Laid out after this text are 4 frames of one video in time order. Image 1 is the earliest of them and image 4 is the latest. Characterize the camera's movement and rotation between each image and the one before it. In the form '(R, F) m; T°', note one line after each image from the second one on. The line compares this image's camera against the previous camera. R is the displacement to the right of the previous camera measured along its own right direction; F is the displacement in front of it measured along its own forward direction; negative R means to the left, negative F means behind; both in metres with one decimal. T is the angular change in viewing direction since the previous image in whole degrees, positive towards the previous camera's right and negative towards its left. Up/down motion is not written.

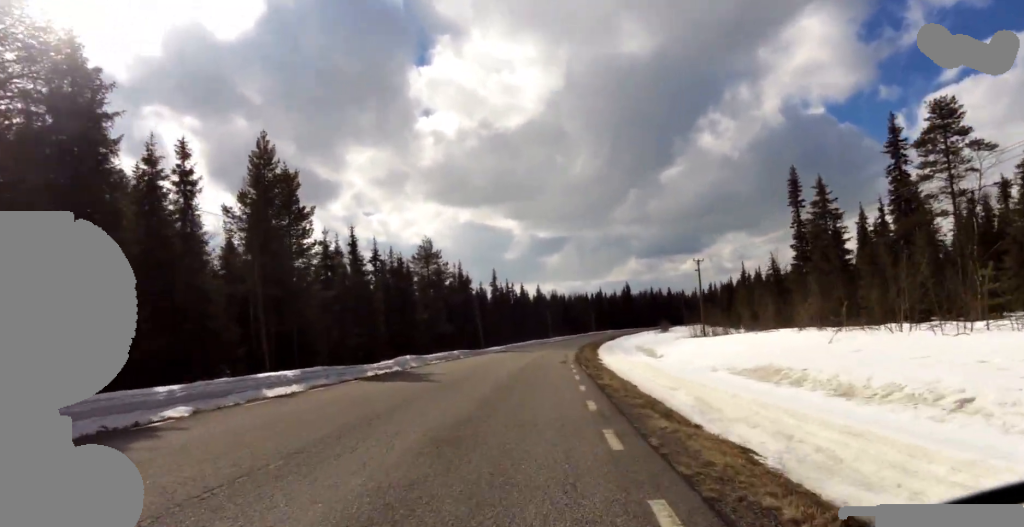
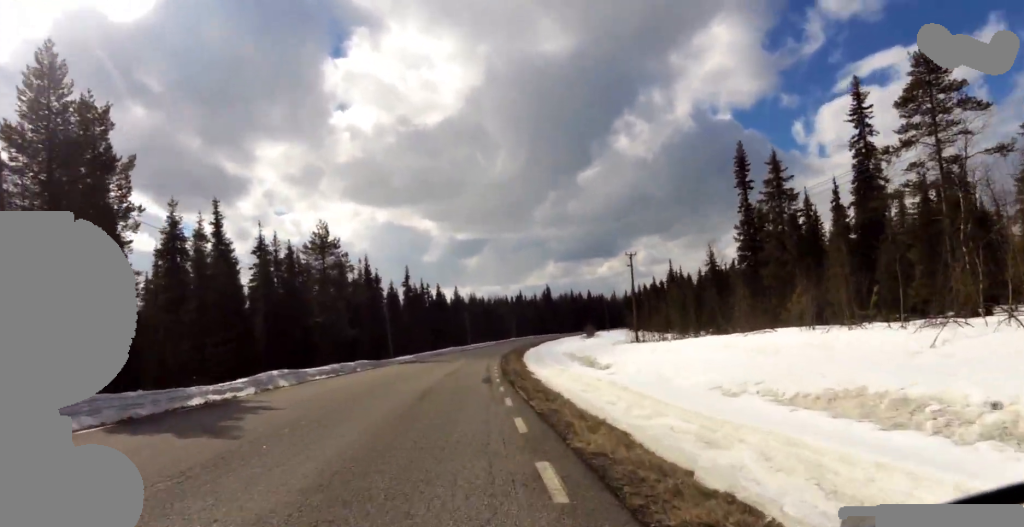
(-0.7, +7.8) m; 0°
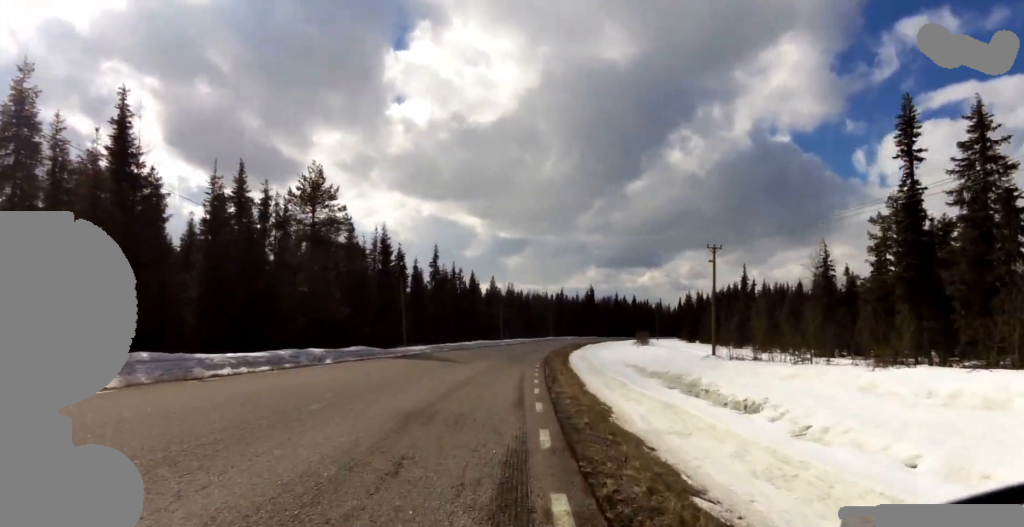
(+0.7, +13.2) m; +8°
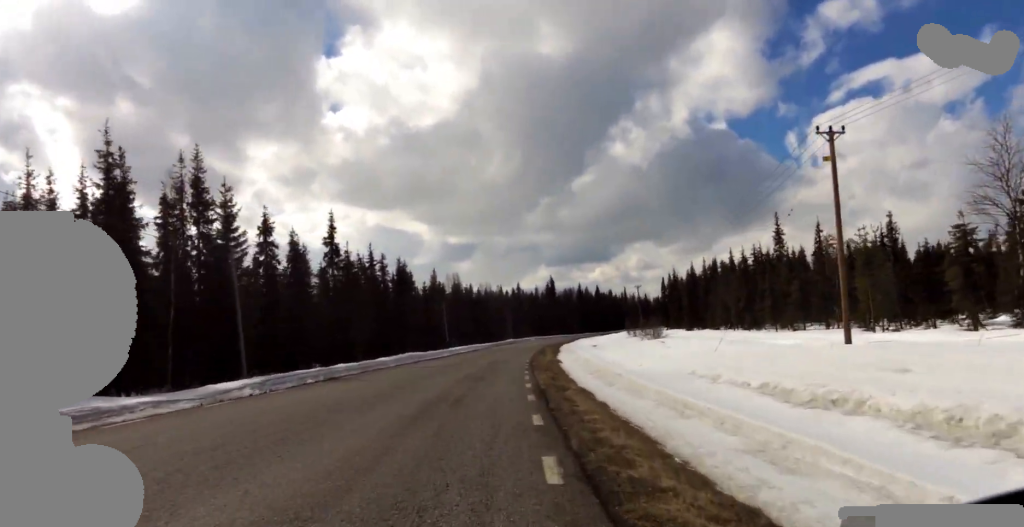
(+0.4, +25.3) m; +2°
